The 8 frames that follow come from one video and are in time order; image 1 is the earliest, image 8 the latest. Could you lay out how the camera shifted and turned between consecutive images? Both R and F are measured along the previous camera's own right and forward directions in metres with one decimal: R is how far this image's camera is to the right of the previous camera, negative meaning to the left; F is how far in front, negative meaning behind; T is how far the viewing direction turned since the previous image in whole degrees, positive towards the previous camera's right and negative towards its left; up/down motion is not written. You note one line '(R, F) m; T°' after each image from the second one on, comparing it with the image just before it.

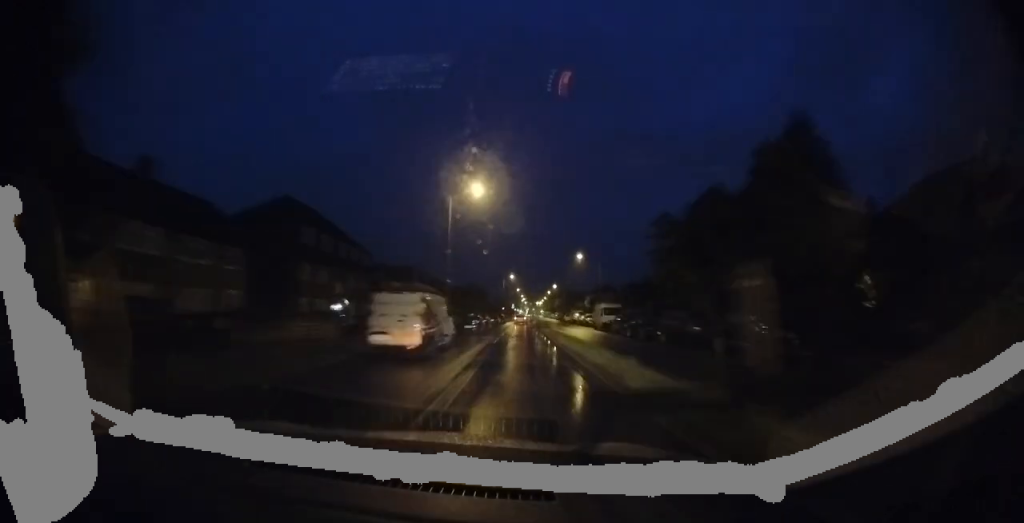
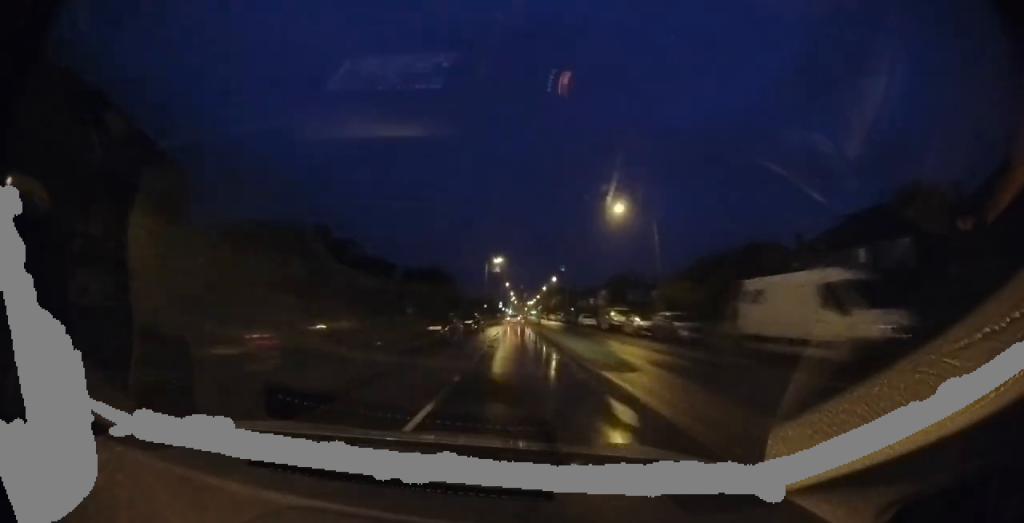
(0.0, +24.7) m; +1°
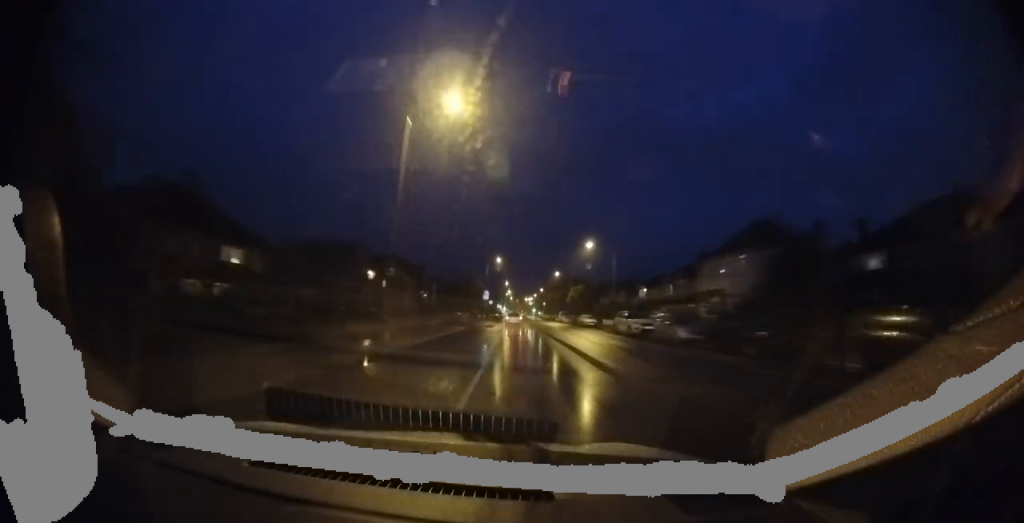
(+0.6, +41.8) m; +1°
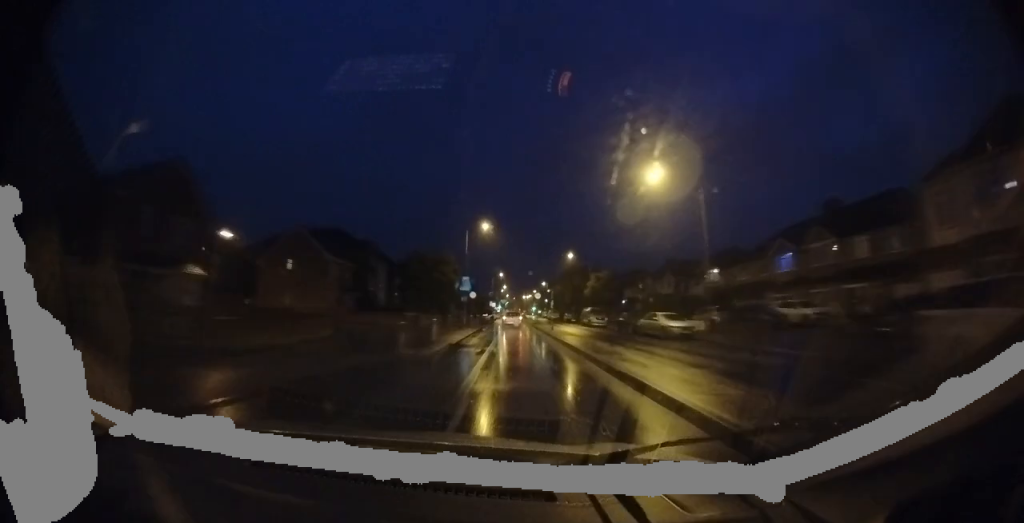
(0.0, +22.3) m; 0°
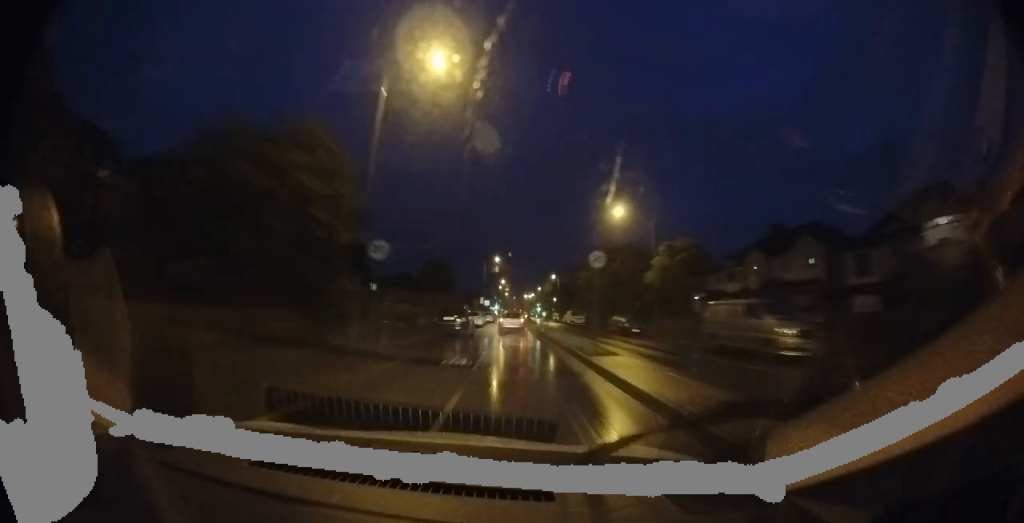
(-0.1, +24.3) m; 0°
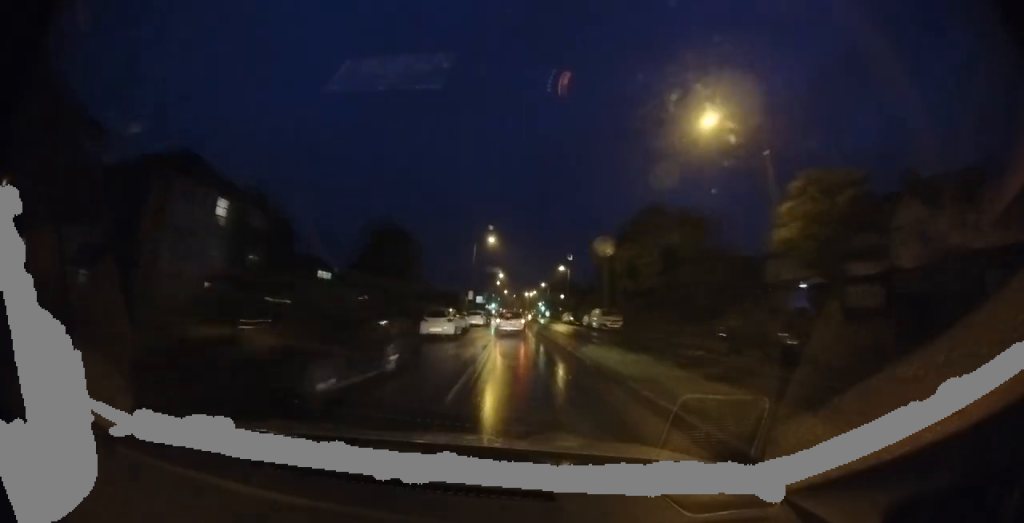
(-0.1, +14.6) m; 0°
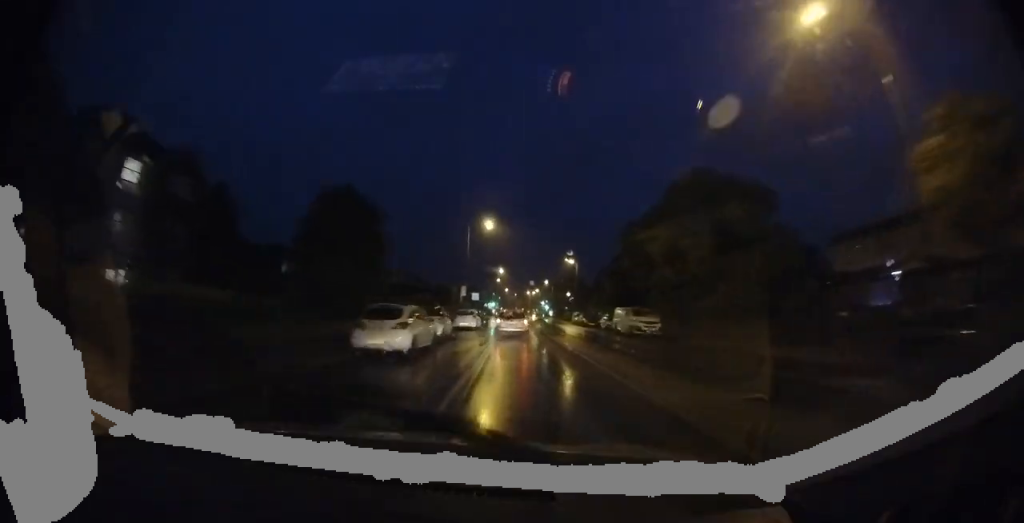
(+0.1, +7.1) m; 0°
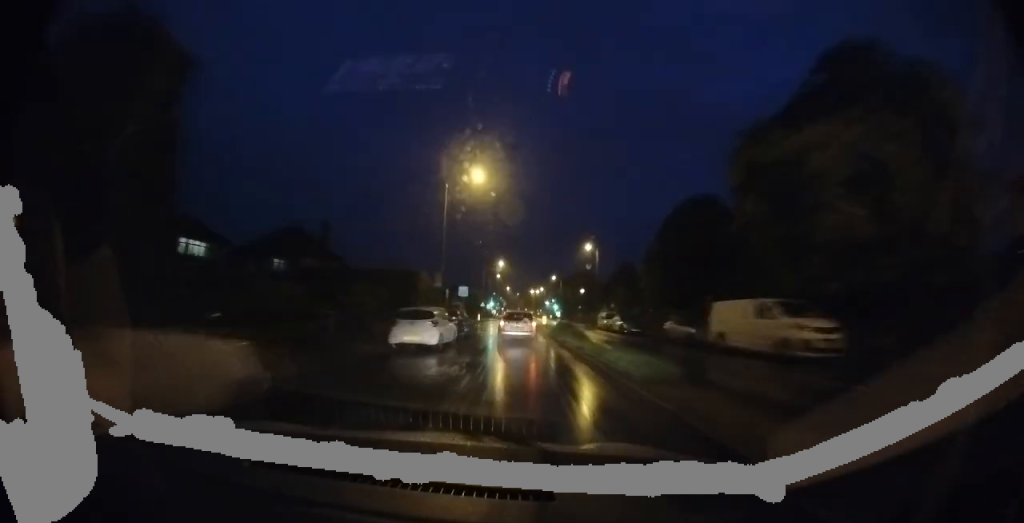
(+0.1, +12.6) m; 0°
